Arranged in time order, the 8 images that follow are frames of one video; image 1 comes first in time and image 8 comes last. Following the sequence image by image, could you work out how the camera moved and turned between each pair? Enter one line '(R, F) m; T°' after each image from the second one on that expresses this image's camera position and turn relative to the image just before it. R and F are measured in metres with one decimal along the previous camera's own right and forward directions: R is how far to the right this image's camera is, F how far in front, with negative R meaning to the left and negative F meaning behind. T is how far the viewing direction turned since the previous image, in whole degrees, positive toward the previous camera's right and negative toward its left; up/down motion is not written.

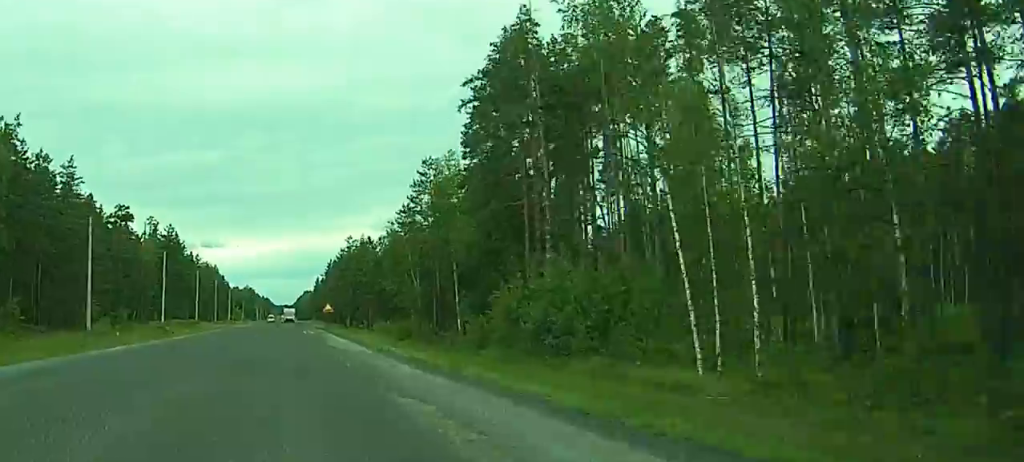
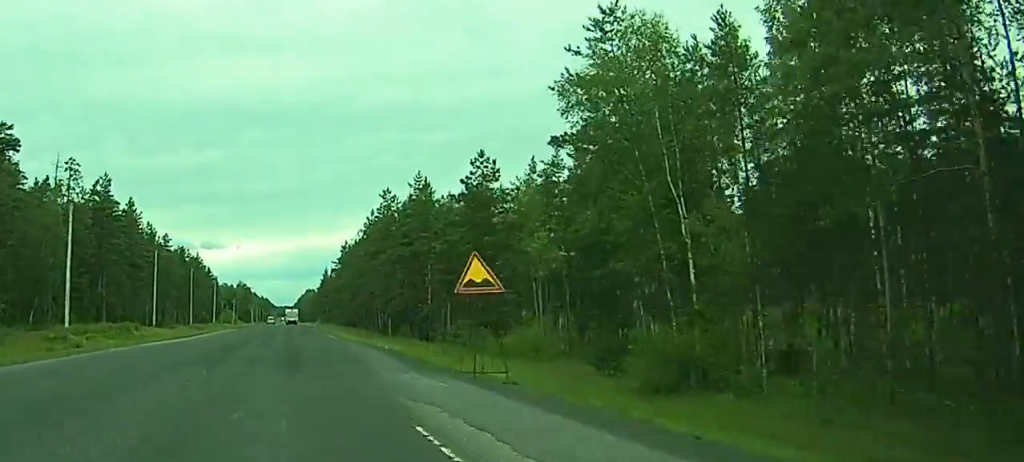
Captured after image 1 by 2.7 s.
(+0.7, +70.0) m; +1°
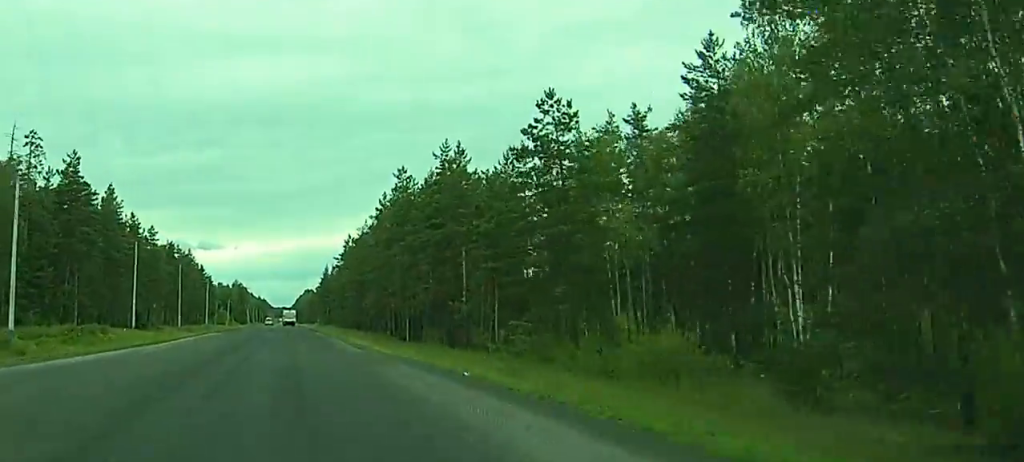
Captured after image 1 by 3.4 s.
(+0.1, +17.9) m; 0°
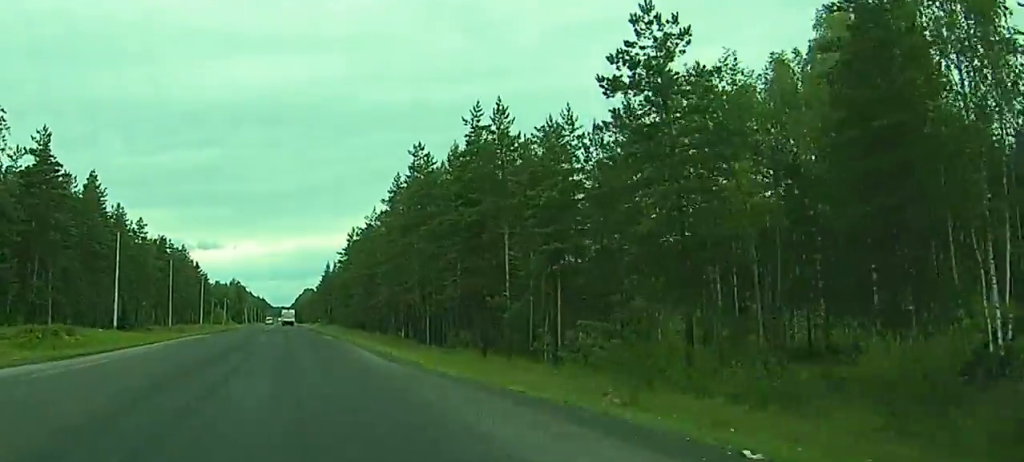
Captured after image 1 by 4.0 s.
(0.0, +13.6) m; 0°
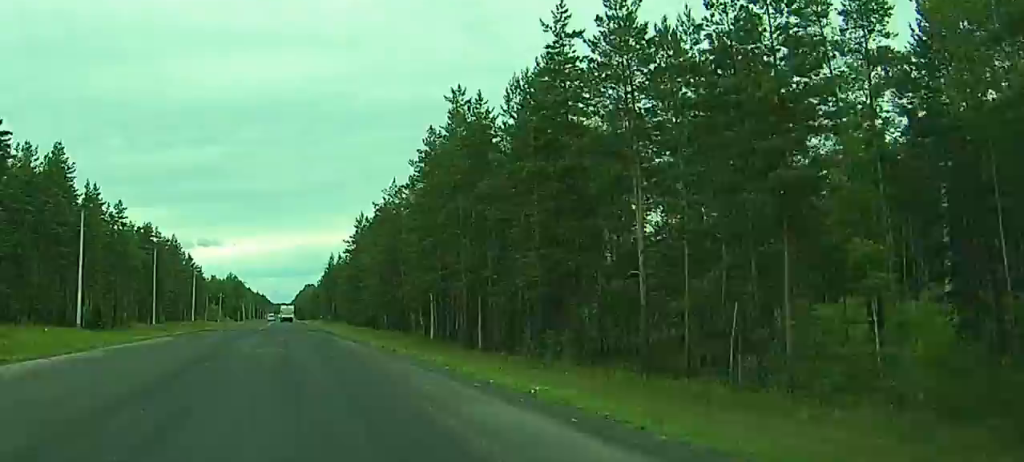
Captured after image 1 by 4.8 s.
(0.0, +21.1) m; 0°
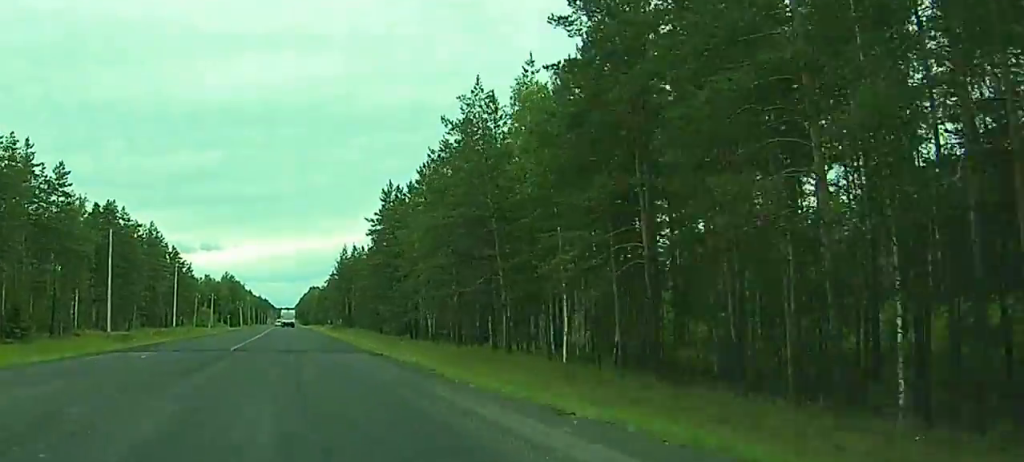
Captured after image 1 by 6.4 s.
(-0.1, +40.3) m; 0°
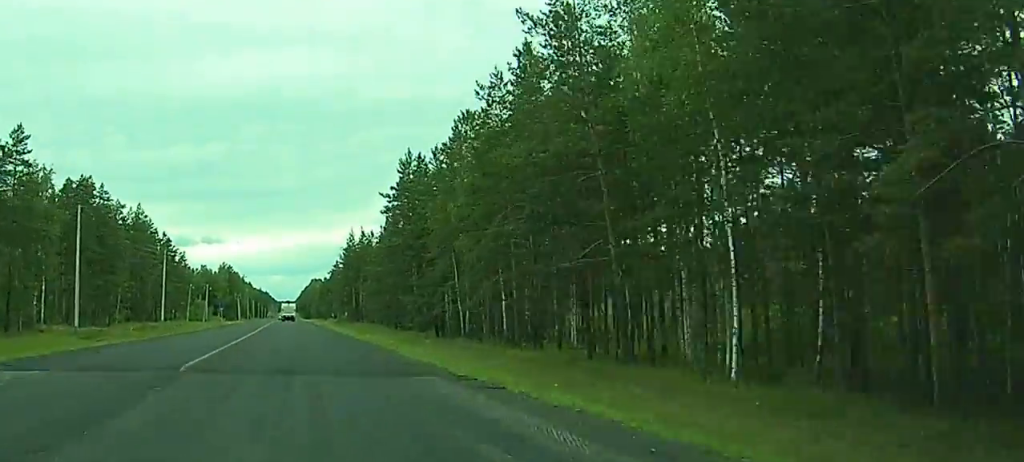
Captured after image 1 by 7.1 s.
(0.0, +17.5) m; 0°
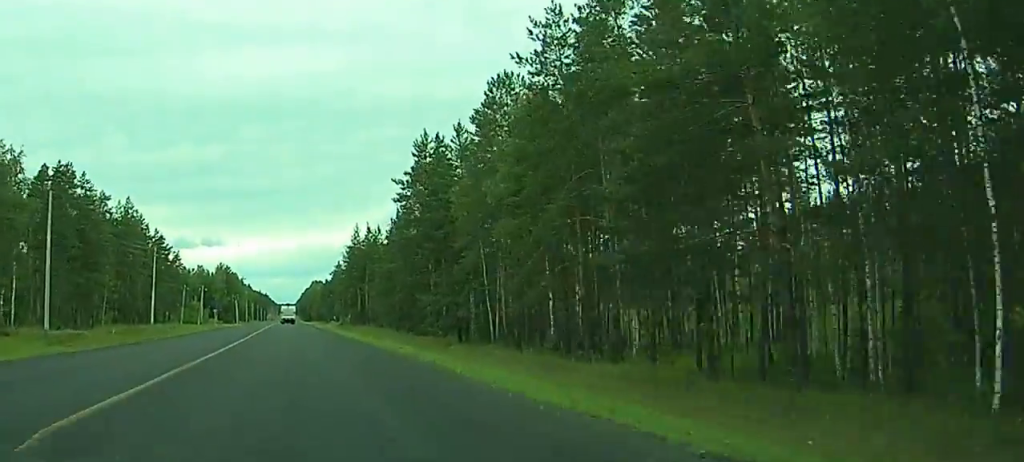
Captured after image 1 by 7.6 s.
(0.0, +11.7) m; 0°
